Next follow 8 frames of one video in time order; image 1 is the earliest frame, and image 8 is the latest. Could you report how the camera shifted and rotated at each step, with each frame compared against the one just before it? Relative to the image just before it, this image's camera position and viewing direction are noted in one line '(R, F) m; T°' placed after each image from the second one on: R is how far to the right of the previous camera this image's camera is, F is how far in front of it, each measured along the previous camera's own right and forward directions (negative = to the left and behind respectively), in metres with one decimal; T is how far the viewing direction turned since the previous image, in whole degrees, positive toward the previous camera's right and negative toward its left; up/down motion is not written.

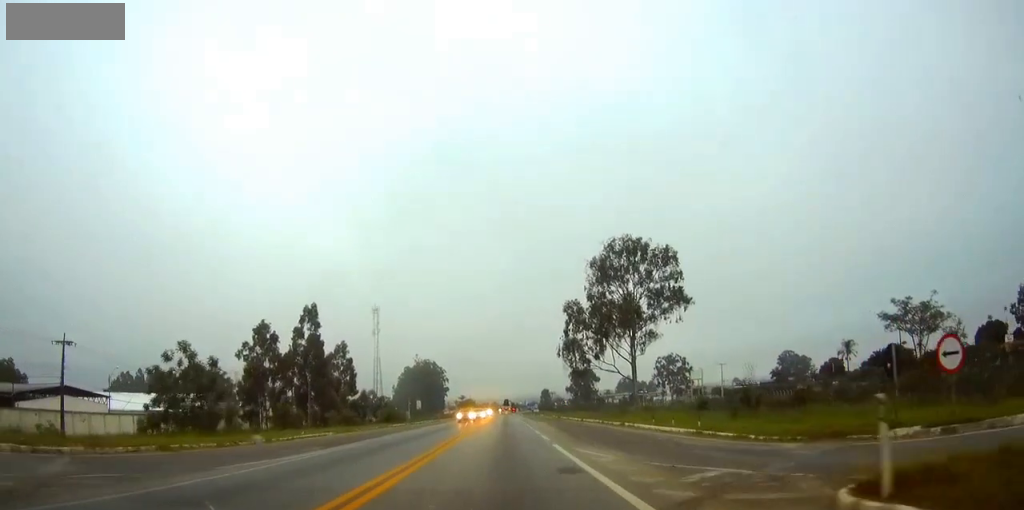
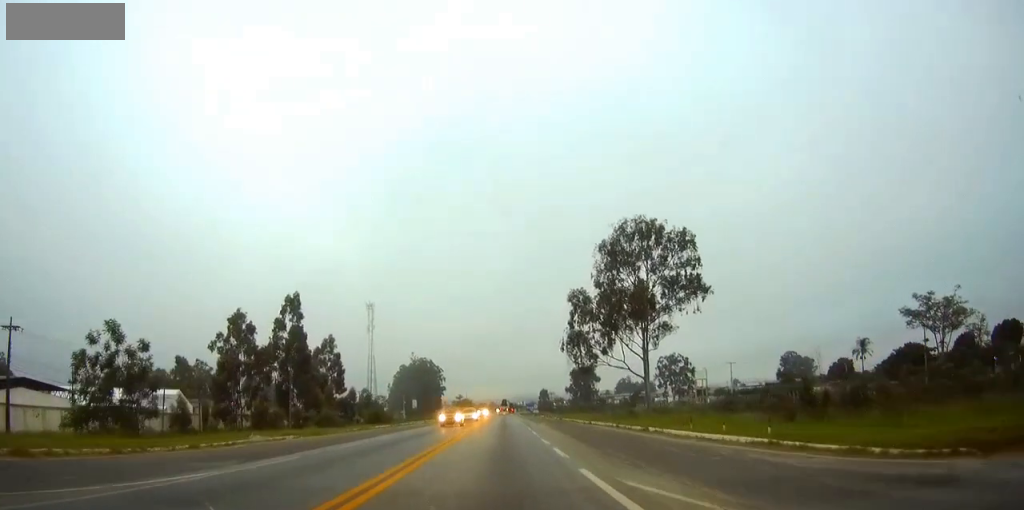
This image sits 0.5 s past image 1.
(0.0, +8.3) m; 0°
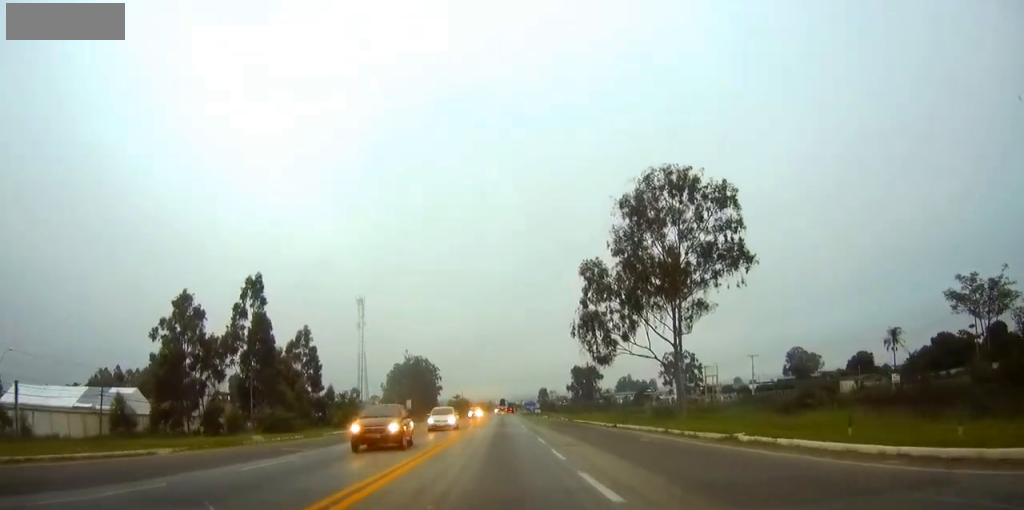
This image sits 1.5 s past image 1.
(+0.1, +14.9) m; 0°
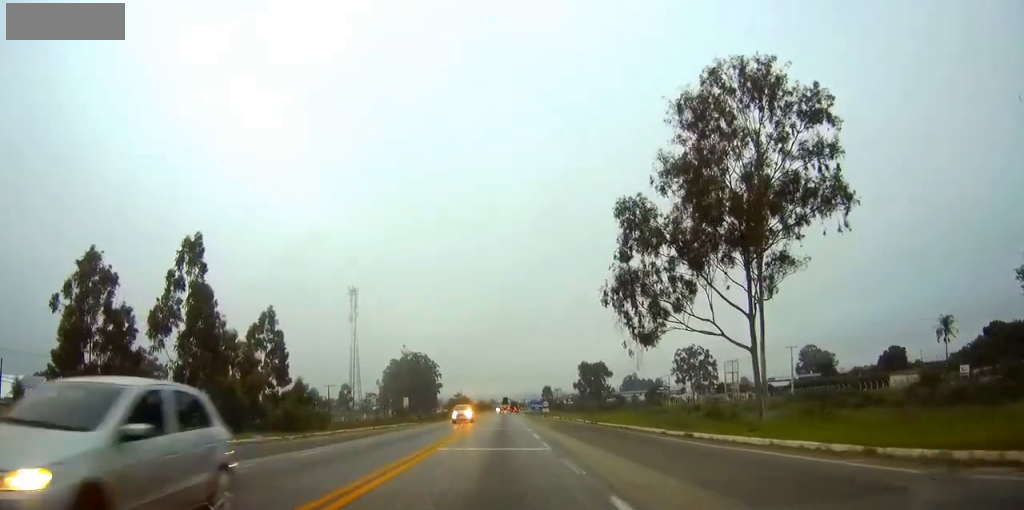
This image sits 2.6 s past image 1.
(-0.1, +19.0) m; 0°
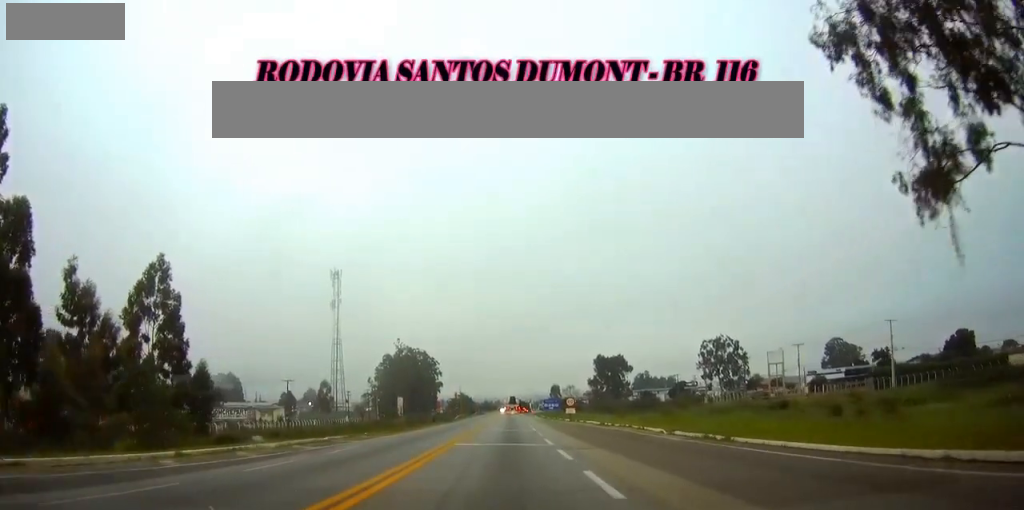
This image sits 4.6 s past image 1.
(-0.1, +32.4) m; 0°
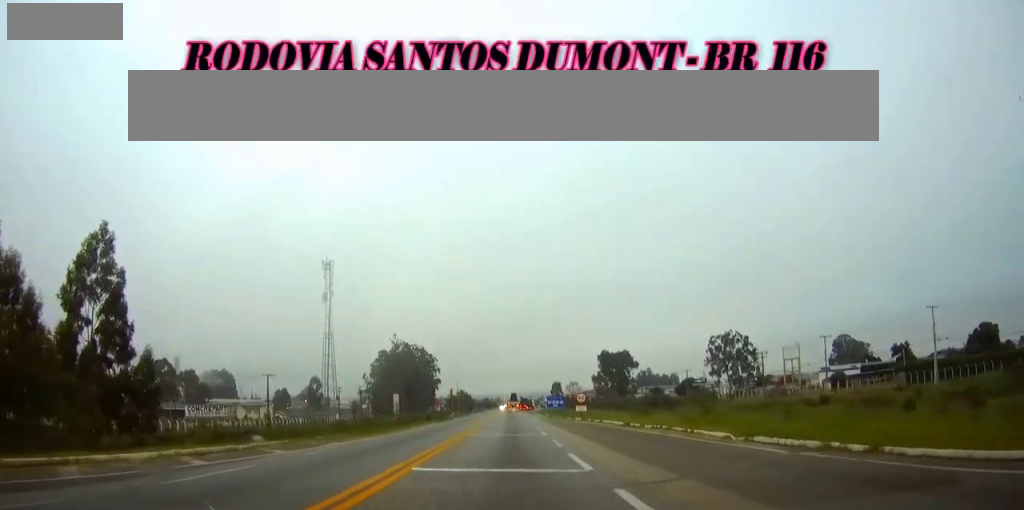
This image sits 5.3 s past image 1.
(0.0, +11.0) m; 0°
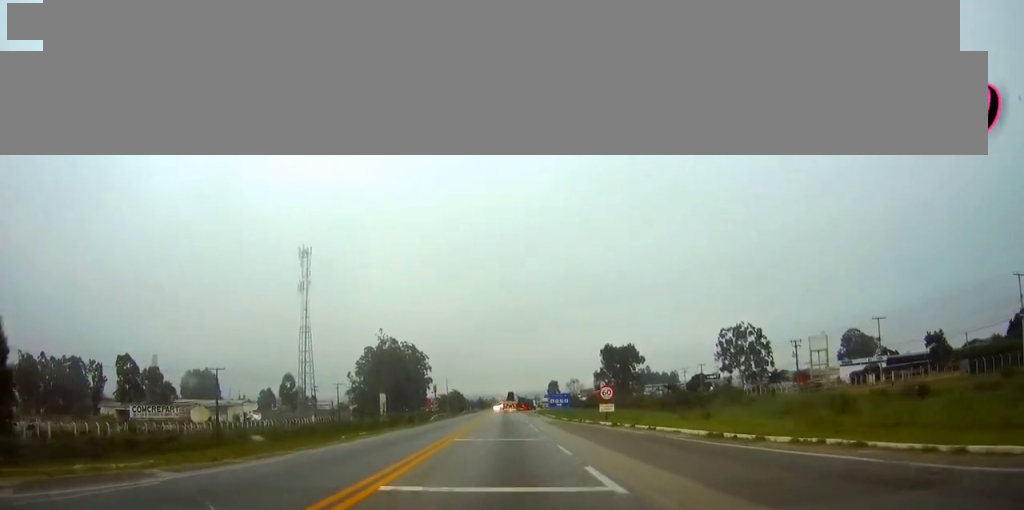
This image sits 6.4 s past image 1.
(+0.1, +18.9) m; +1°
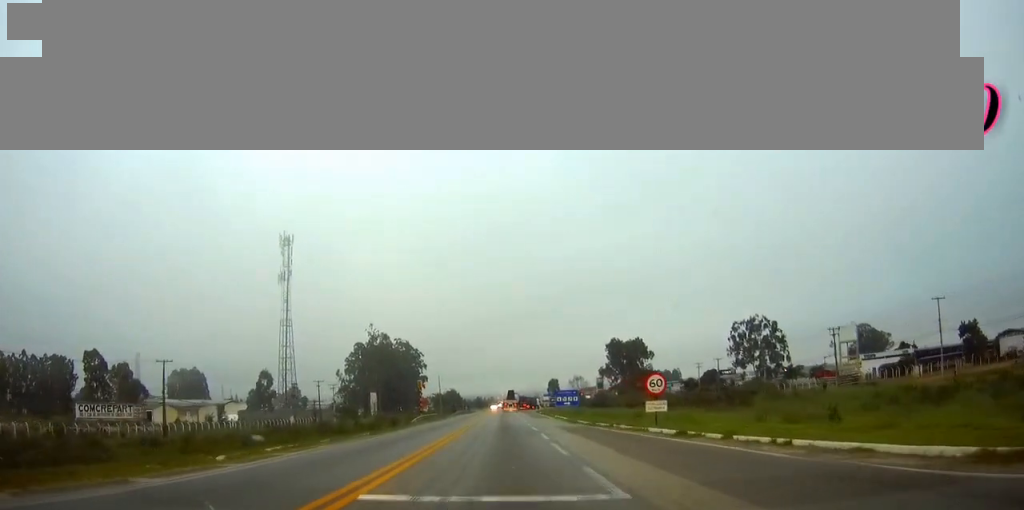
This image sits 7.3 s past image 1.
(0.0, +15.4) m; 0°
